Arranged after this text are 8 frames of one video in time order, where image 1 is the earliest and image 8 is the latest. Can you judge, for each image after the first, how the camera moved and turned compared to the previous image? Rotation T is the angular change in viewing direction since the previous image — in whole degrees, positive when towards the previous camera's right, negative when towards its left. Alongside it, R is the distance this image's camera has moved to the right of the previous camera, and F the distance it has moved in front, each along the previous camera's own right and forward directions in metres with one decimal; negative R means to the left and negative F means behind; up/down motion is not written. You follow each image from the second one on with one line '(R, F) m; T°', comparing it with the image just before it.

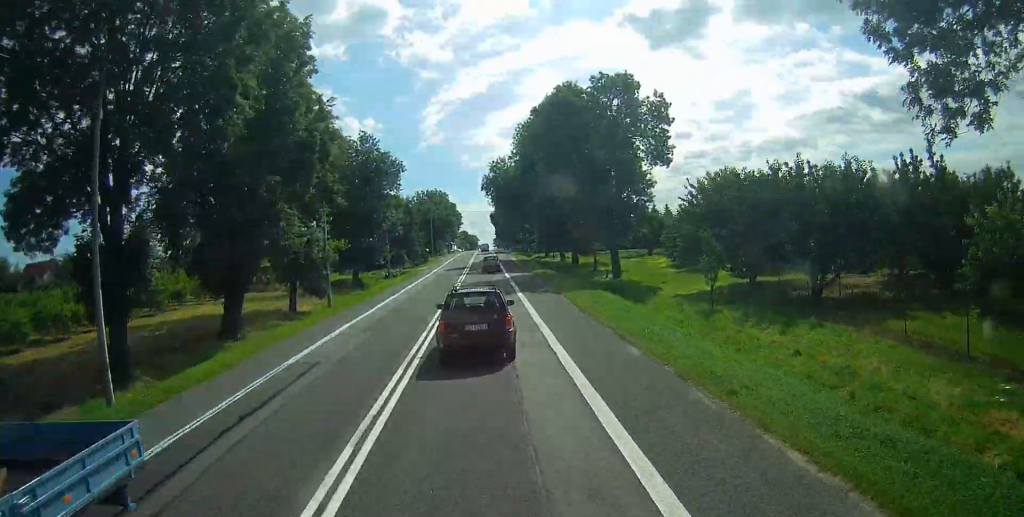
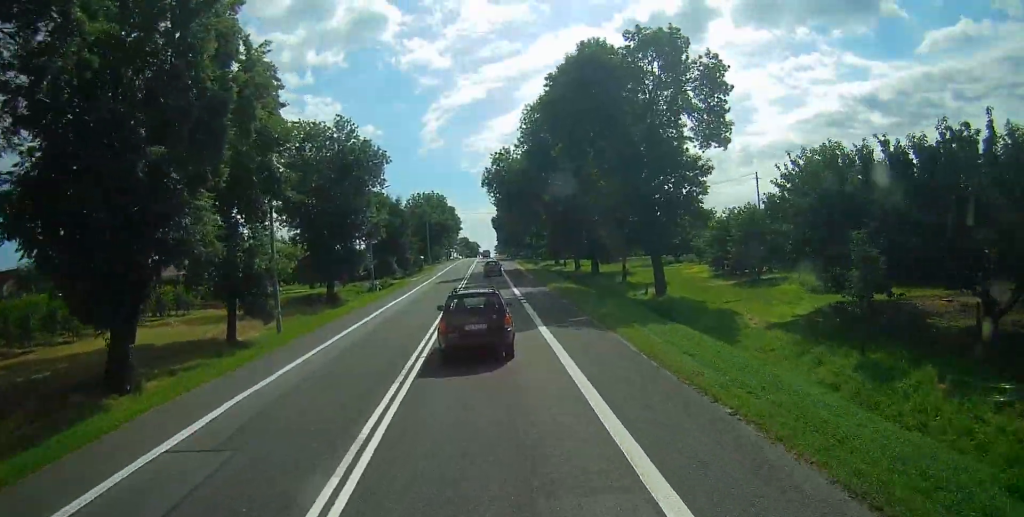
(0.0, +12.9) m; 0°
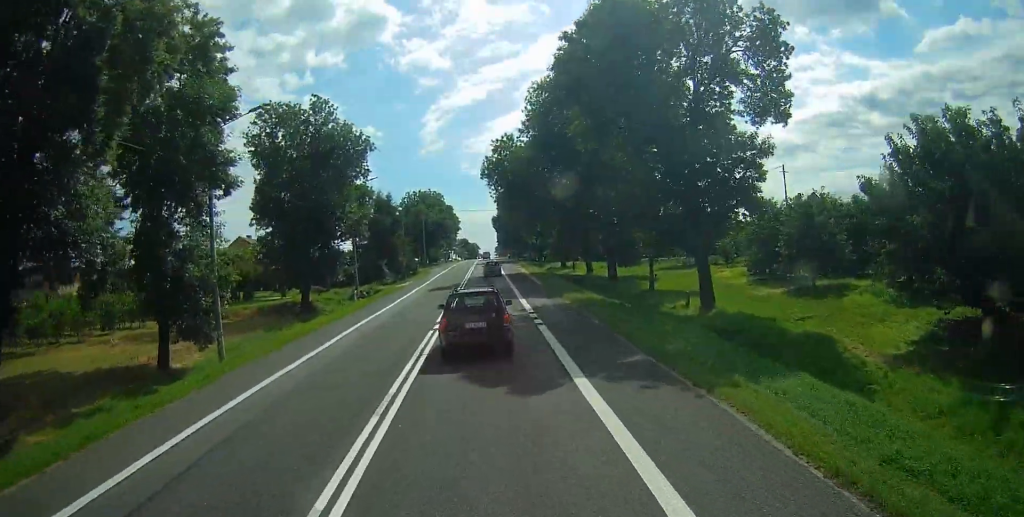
(0.0, +8.7) m; 0°
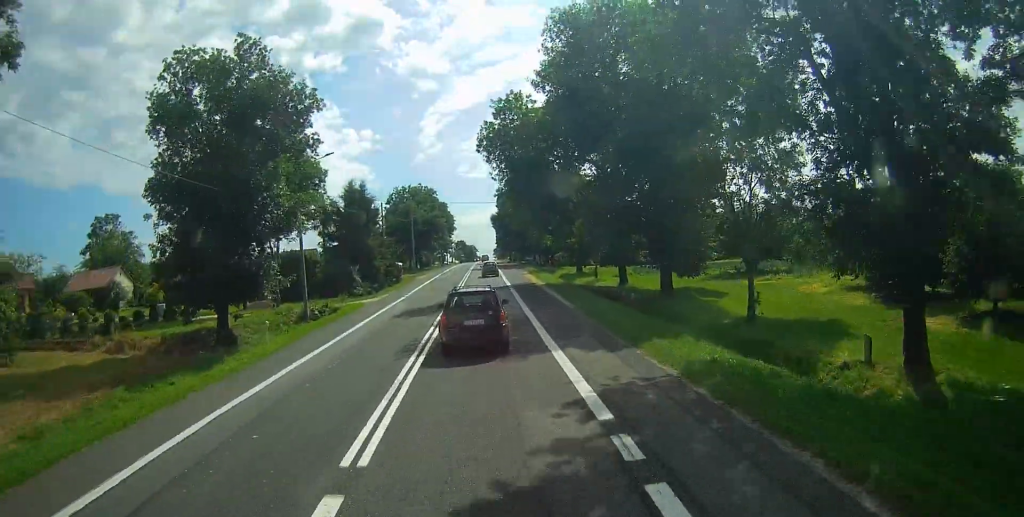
(-0.2, +17.0) m; 0°
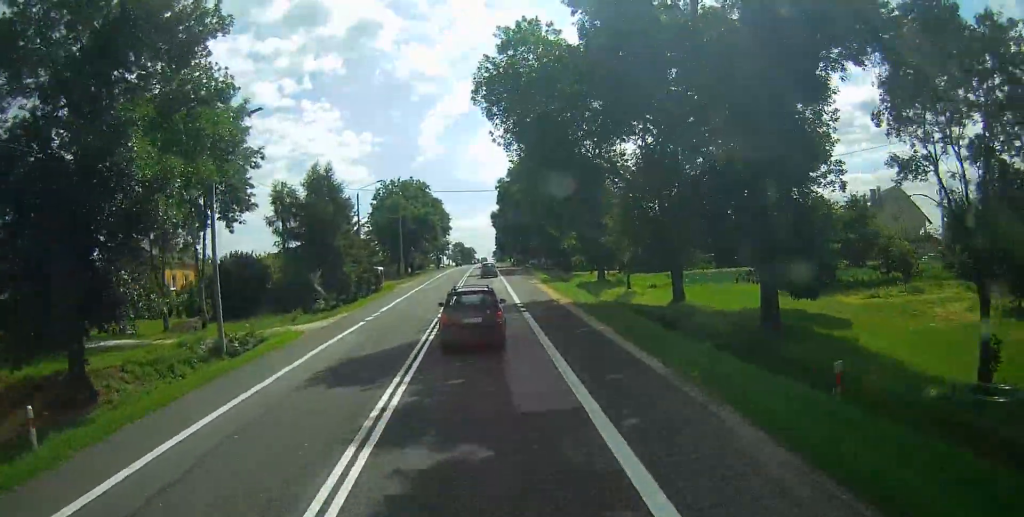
(+0.1, +14.6) m; 0°
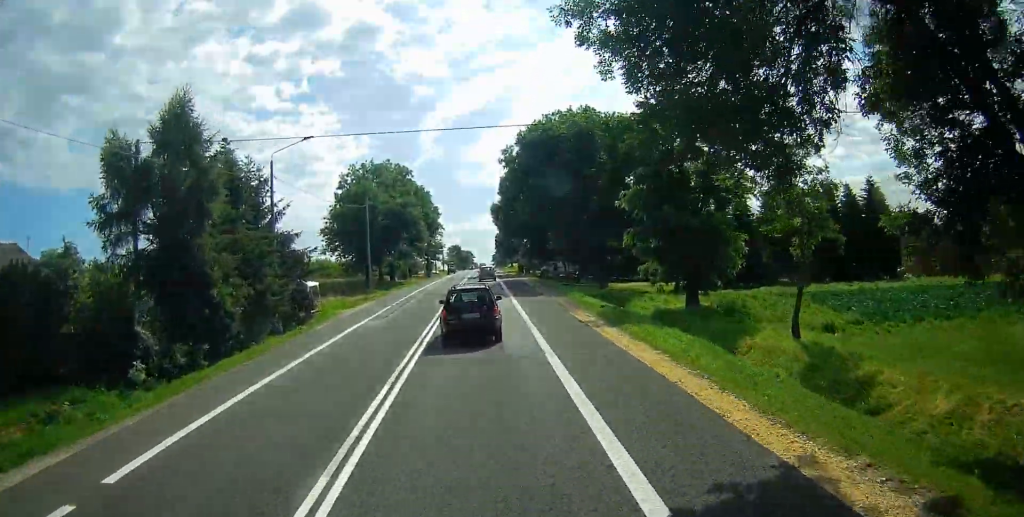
(+0.1, +26.6) m; 0°
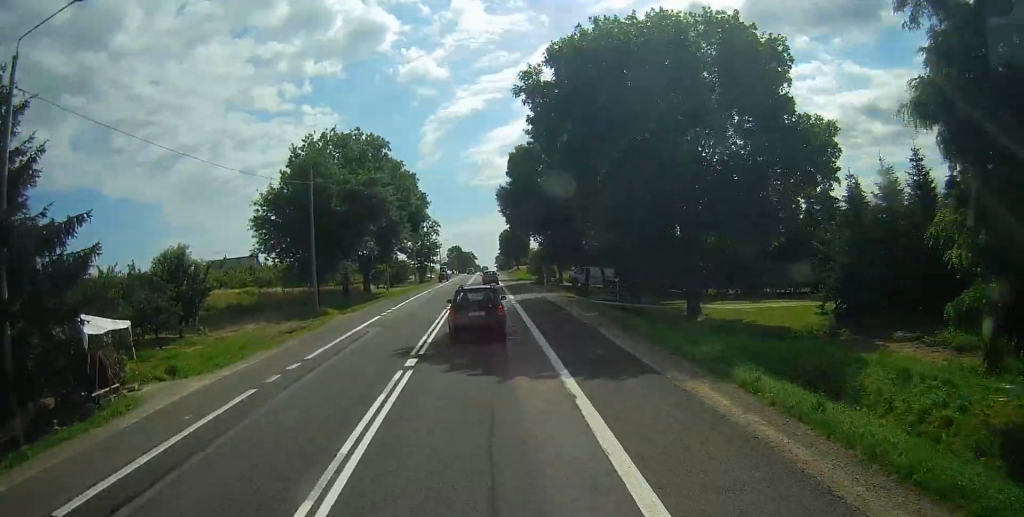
(-0.2, +24.0) m; -1°
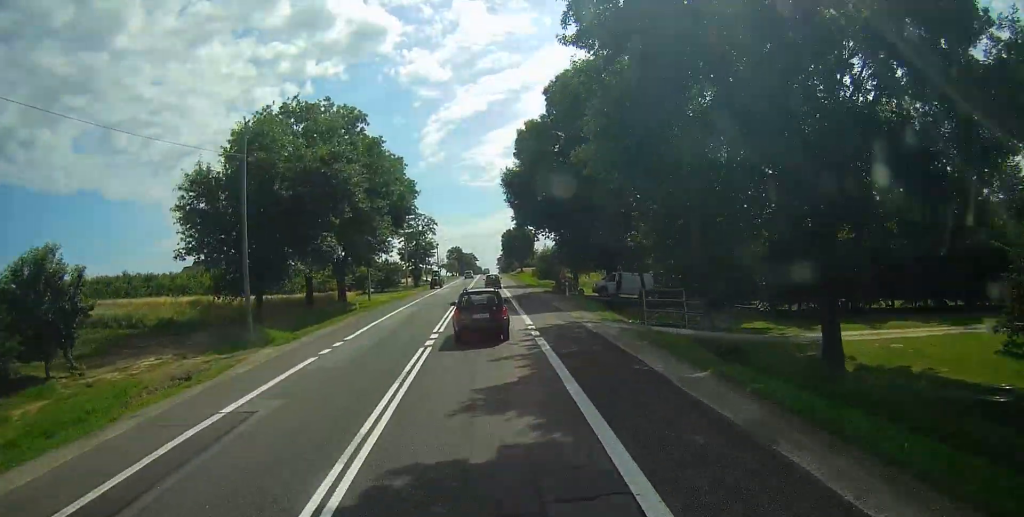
(0.0, +13.9) m; 0°
